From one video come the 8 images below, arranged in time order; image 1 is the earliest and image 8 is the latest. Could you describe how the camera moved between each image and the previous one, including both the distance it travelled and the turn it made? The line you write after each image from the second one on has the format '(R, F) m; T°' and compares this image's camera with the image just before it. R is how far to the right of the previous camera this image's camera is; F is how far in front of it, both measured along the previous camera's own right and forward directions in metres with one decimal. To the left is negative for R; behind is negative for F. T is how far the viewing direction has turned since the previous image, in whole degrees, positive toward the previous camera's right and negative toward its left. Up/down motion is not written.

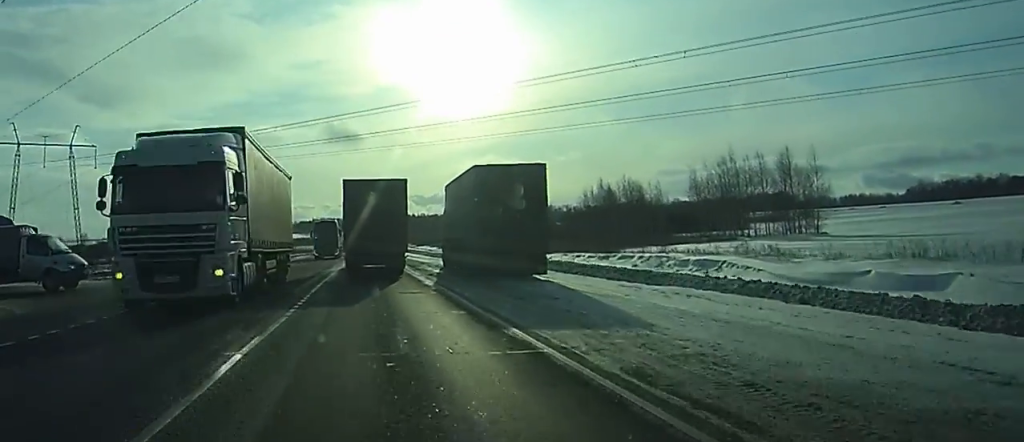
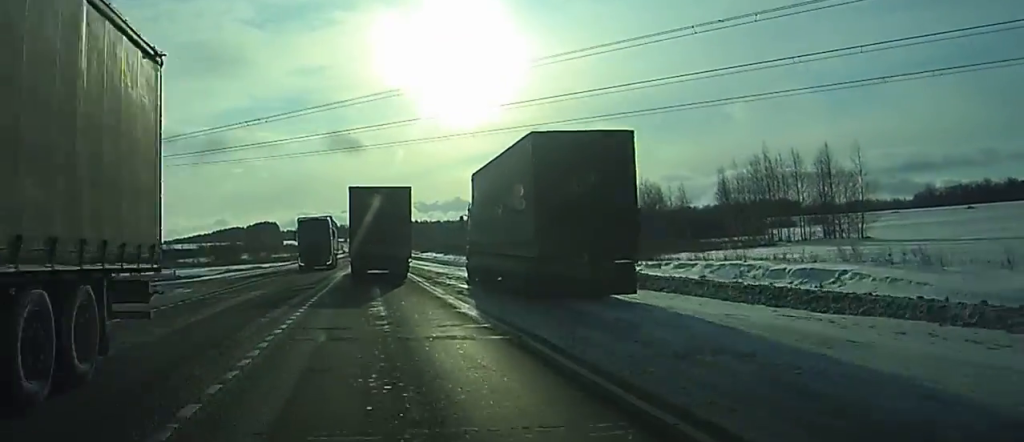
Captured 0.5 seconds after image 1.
(0.0, +10.3) m; 0°
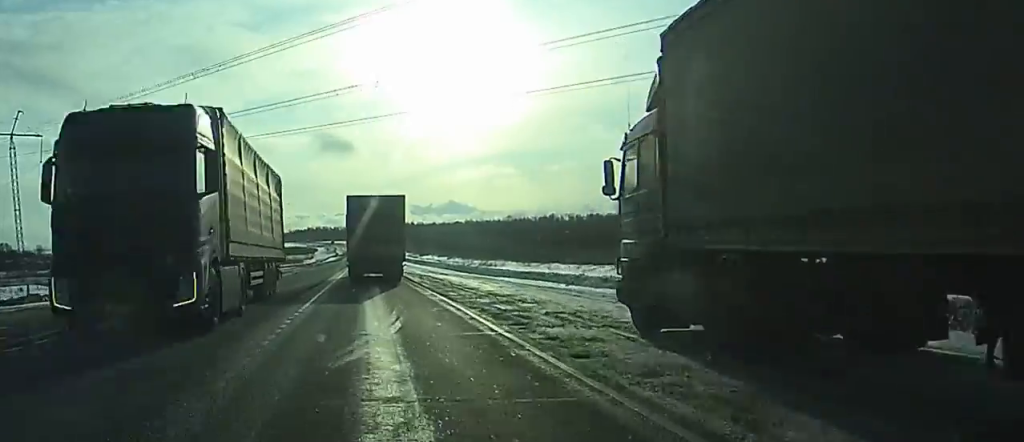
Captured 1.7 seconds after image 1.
(0.0, +23.0) m; 0°
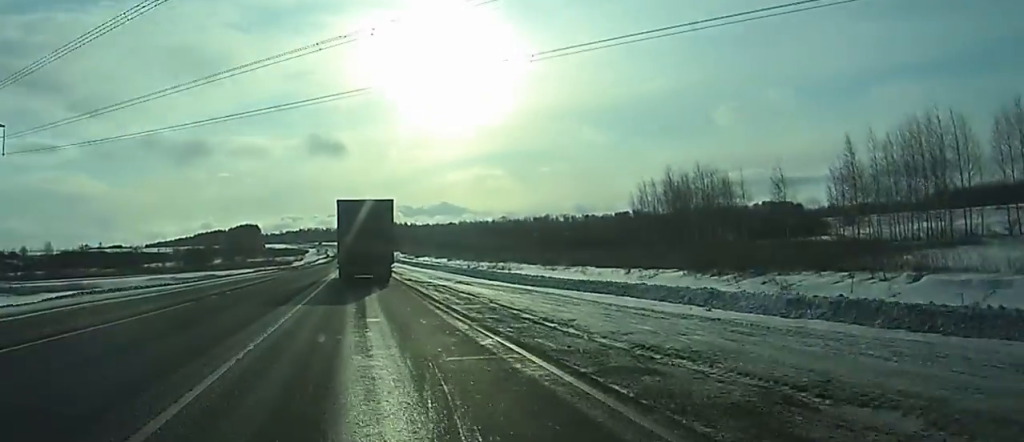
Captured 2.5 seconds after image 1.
(+0.1, +14.7) m; 0°
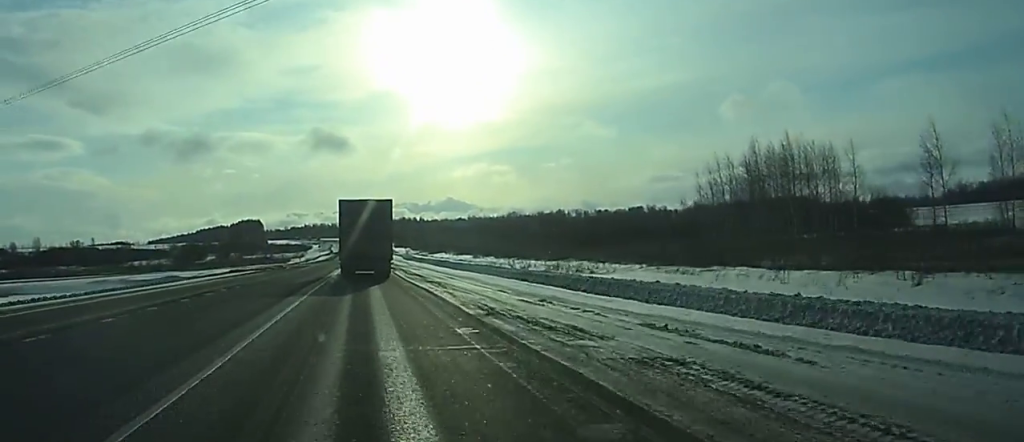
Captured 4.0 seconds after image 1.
(+0.1, +29.1) m; +1°
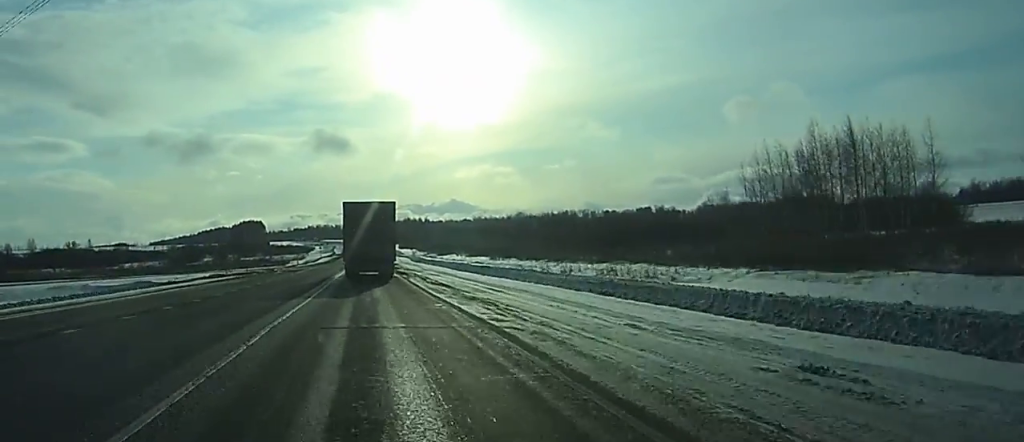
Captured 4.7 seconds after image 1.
(+0.1, +14.4) m; 0°
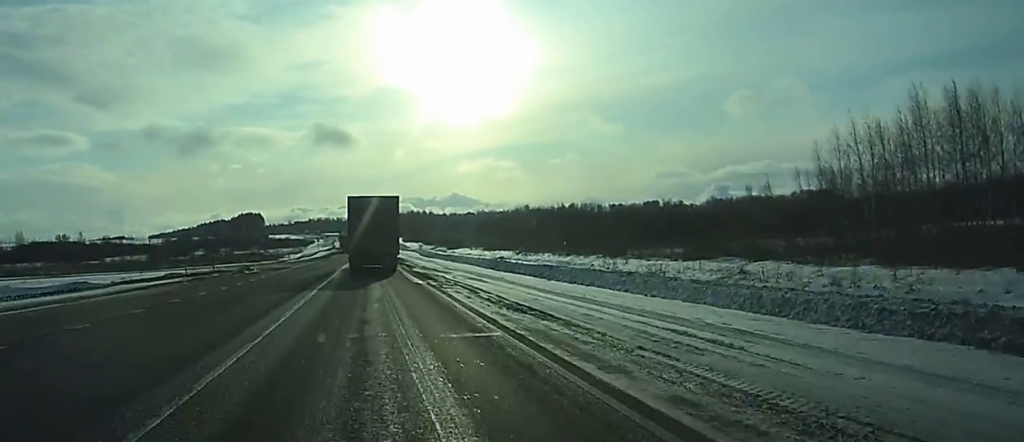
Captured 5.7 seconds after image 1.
(+0.1, +19.3) m; 0°
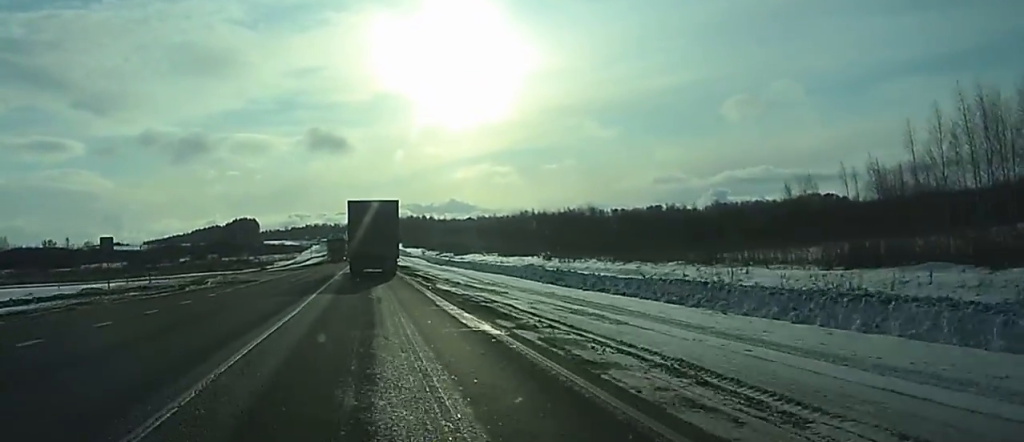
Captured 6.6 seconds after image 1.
(-0.2, +18.3) m; -1°
